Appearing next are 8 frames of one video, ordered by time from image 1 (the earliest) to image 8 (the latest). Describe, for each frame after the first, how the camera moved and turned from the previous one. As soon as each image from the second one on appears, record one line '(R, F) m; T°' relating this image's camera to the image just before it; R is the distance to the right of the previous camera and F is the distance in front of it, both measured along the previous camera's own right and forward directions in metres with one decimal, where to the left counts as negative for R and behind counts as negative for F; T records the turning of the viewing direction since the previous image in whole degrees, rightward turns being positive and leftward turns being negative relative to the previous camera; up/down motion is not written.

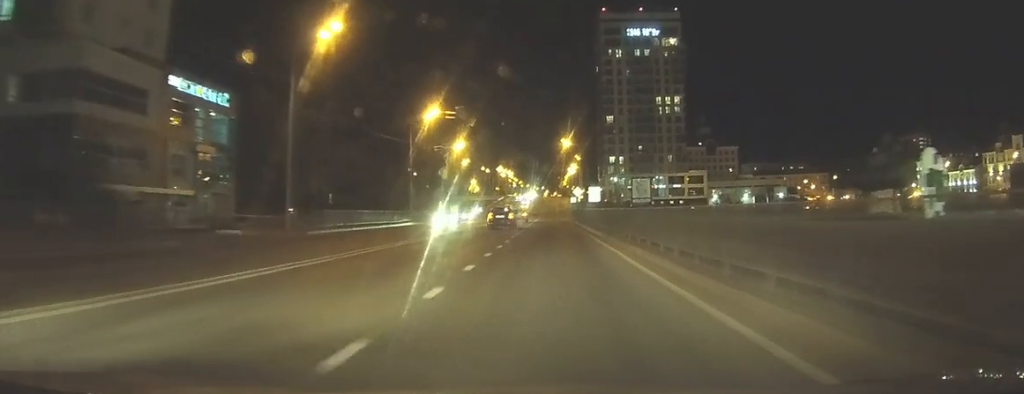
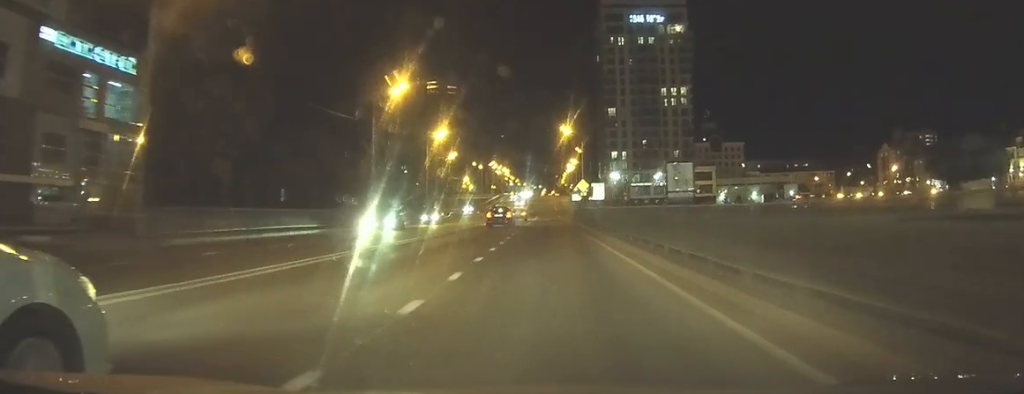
(0.0, +13.5) m; +1°
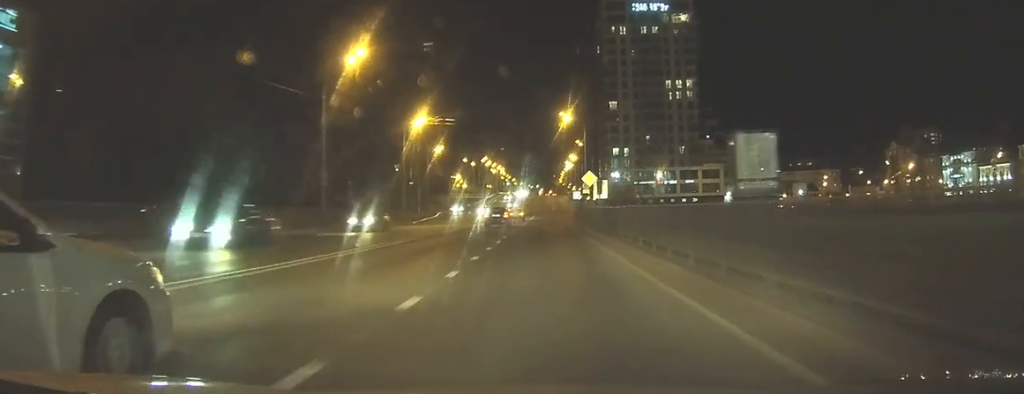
(+0.1, +11.4) m; +1°
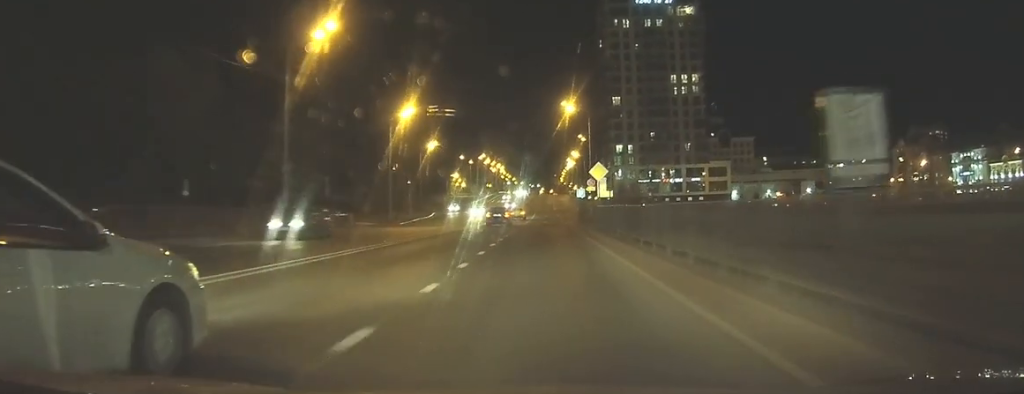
(0.0, +6.2) m; 0°
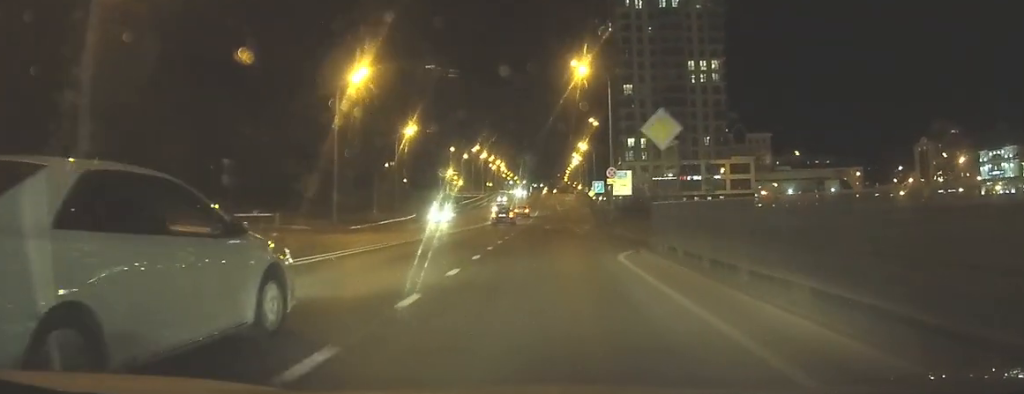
(0.0, +17.0) m; 0°
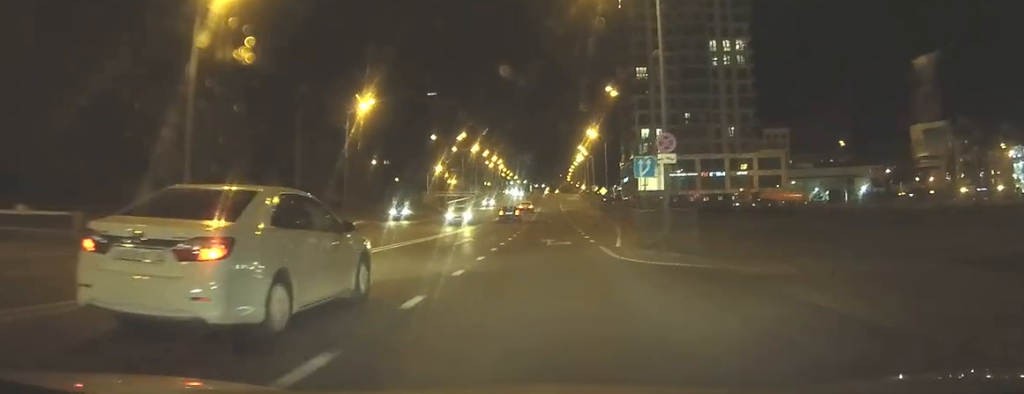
(0.0, +19.4) m; 0°
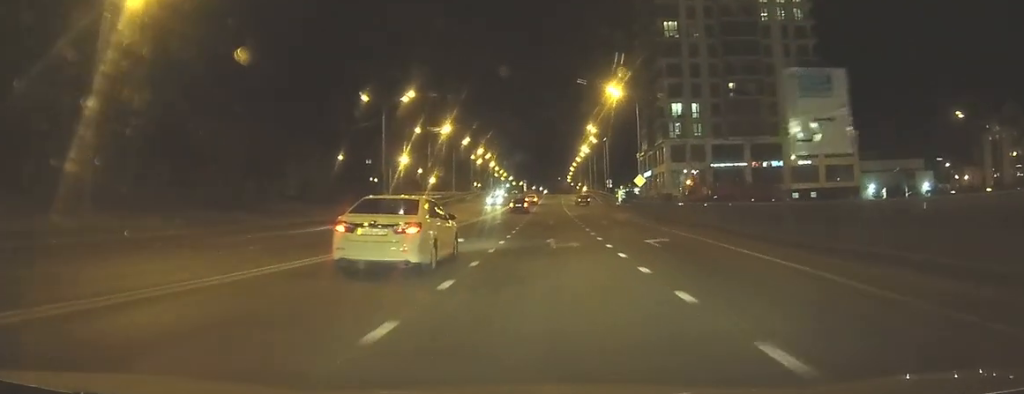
(-0.2, +33.2) m; -1°
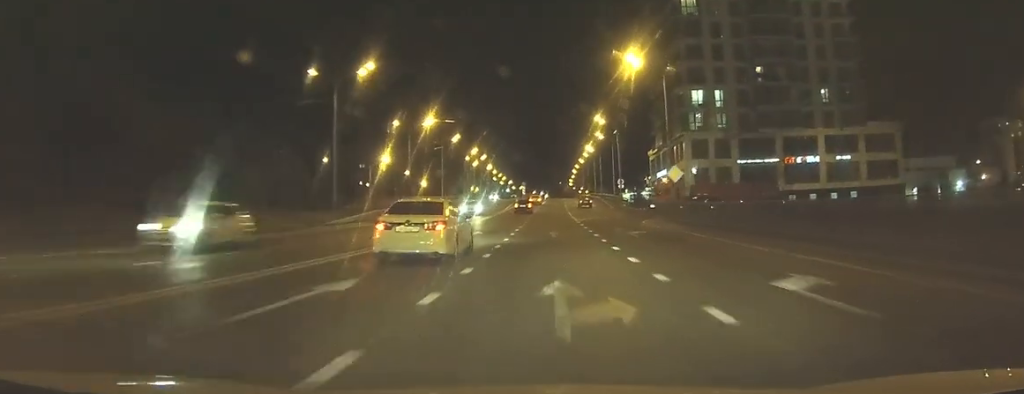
(0.0, +13.0) m; 0°
